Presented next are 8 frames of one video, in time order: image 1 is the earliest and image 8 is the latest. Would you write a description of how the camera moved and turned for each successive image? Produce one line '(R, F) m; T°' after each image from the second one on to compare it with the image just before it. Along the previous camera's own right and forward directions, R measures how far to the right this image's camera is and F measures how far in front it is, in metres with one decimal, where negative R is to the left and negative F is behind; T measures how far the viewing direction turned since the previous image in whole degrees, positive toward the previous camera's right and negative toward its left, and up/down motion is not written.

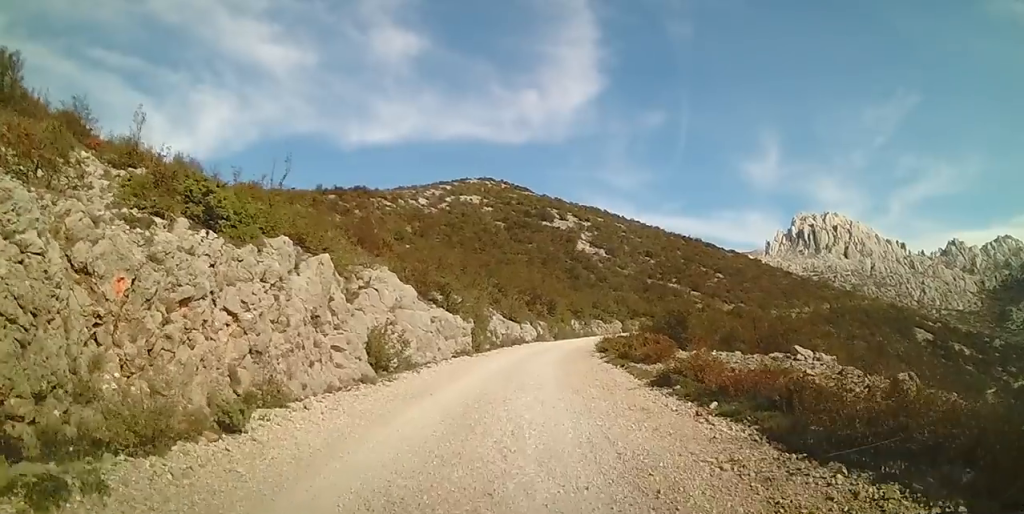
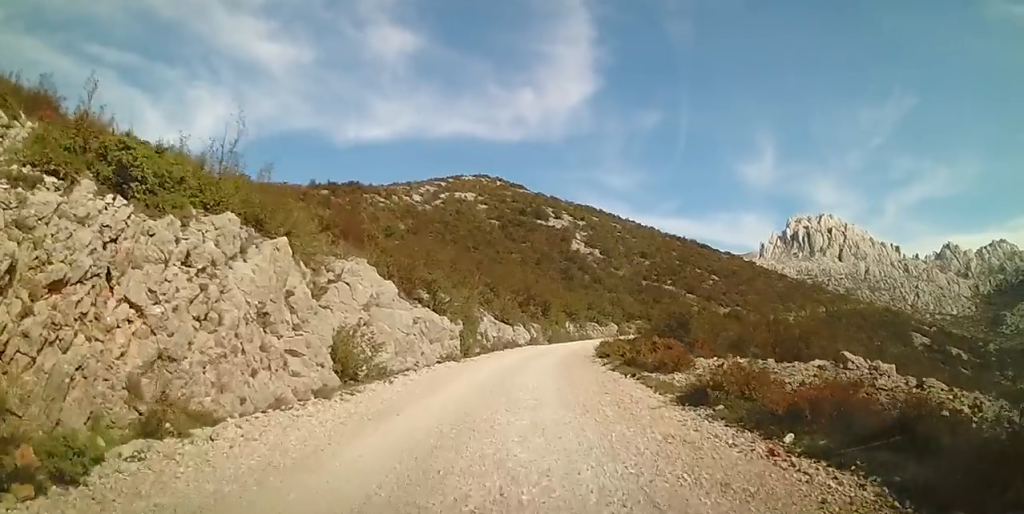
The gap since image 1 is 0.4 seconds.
(0.0, +2.6) m; -1°
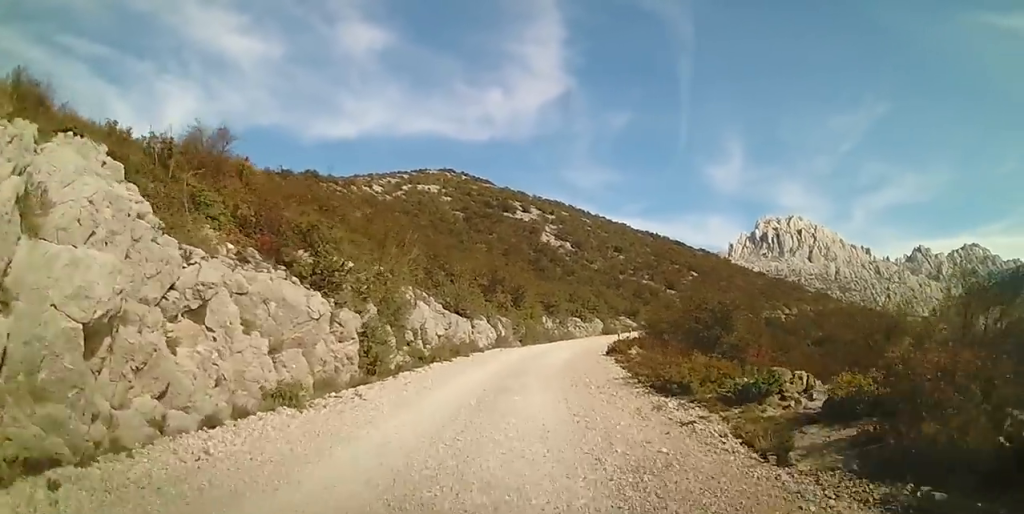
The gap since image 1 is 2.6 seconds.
(+0.4, +14.4) m; +6°
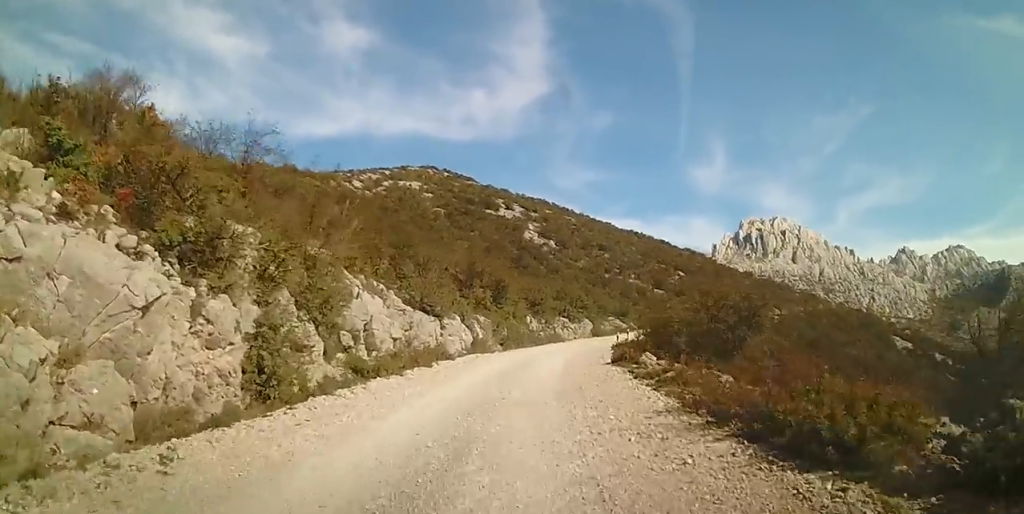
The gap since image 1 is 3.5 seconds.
(+0.1, +5.7) m; 0°
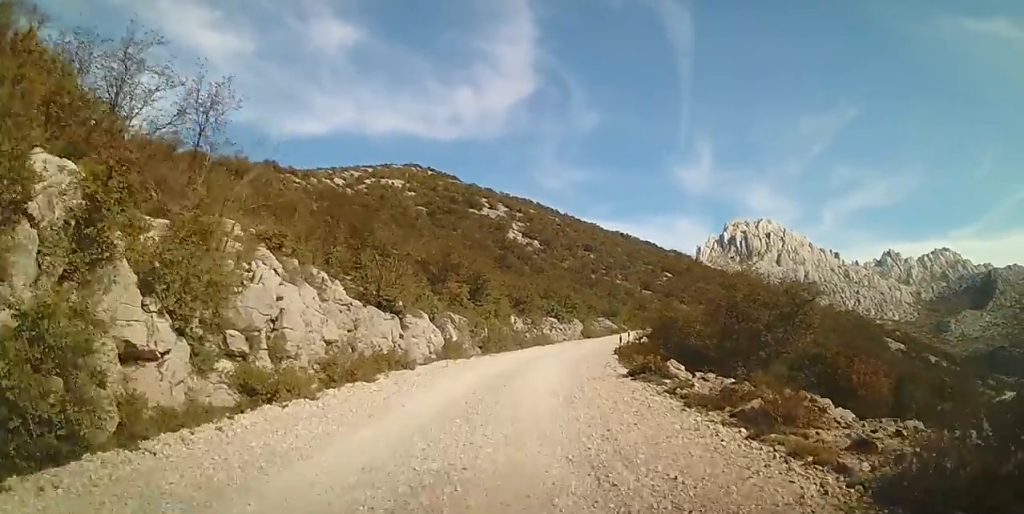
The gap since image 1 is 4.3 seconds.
(-0.1, +5.2) m; 0°
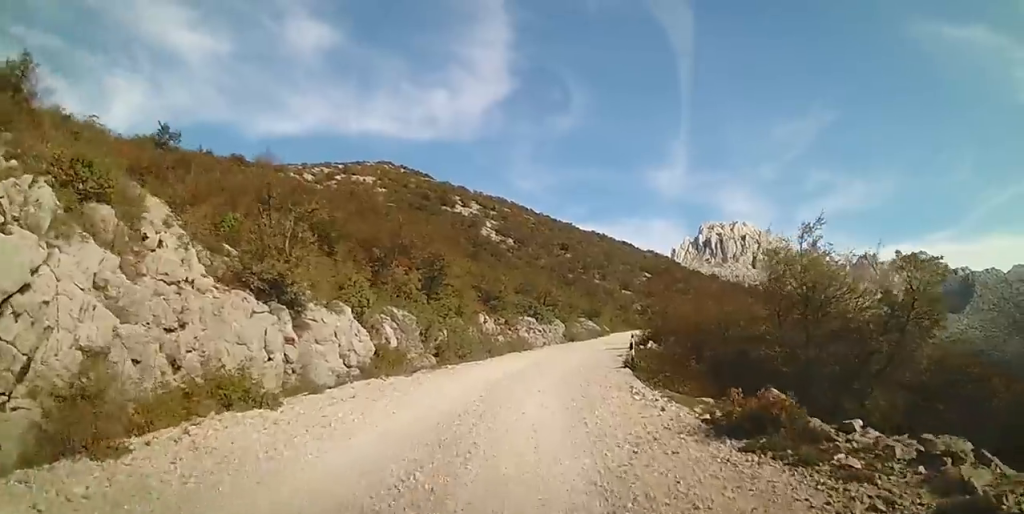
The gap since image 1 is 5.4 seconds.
(+0.2, +7.4) m; +5°
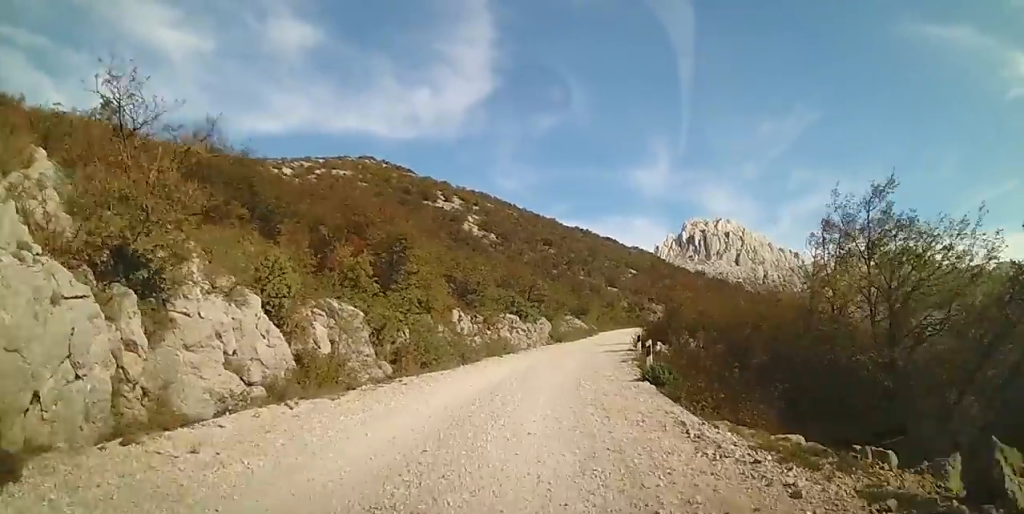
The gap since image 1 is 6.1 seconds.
(+0.2, +4.6) m; +3°
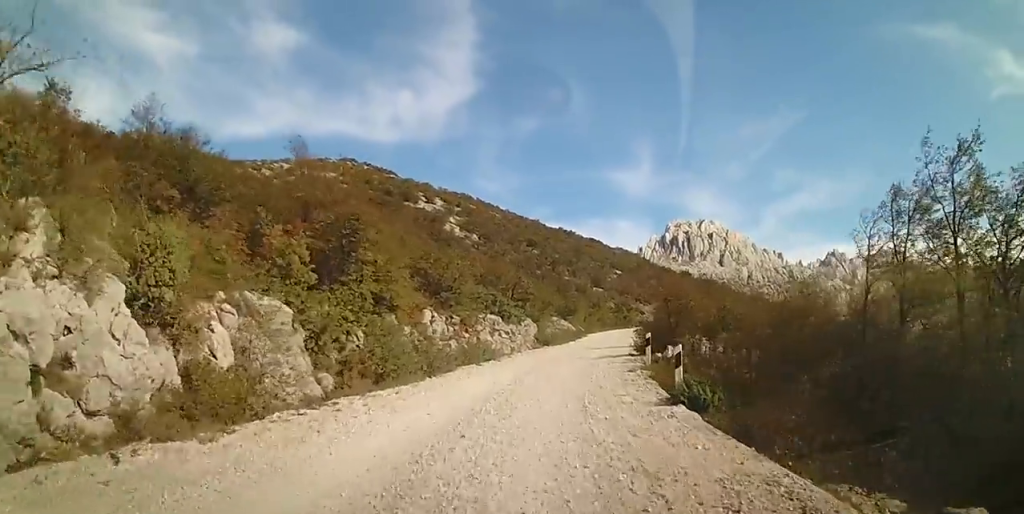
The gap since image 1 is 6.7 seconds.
(0.0, +3.8) m; 0°
